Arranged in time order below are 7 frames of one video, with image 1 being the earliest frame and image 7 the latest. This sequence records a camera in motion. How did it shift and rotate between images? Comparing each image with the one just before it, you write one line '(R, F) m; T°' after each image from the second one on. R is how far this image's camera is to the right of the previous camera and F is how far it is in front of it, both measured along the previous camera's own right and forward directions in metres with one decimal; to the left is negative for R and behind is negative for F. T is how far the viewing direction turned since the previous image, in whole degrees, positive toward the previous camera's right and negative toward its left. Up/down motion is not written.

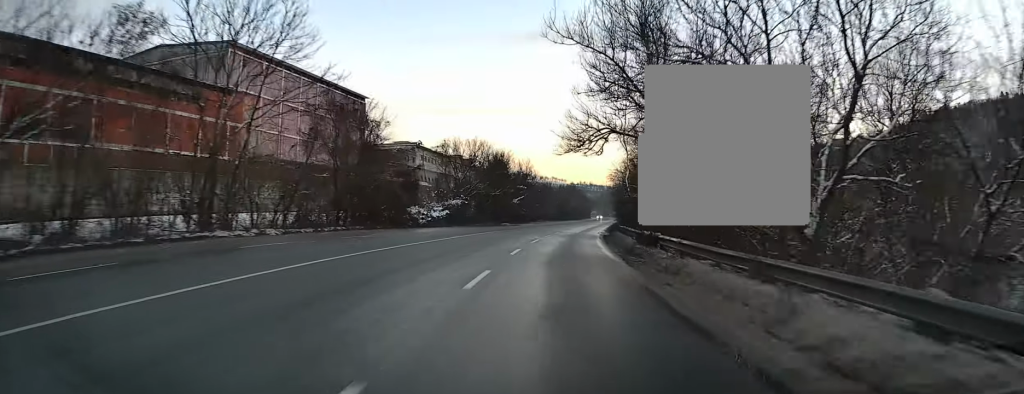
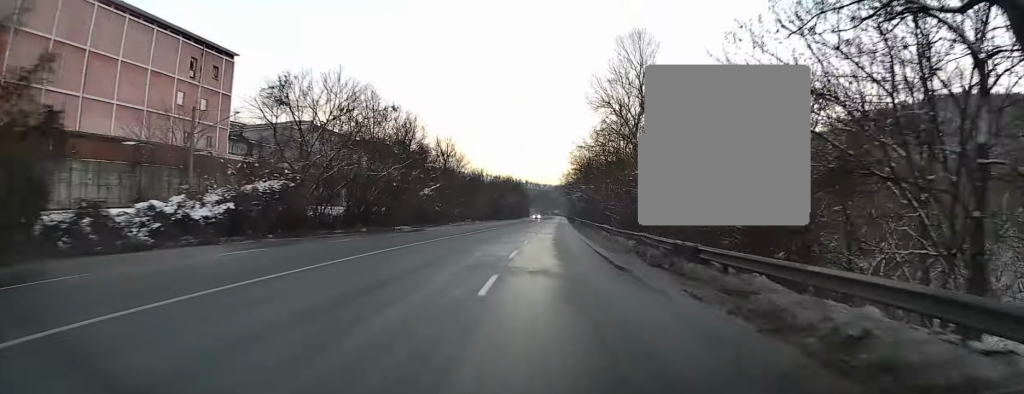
(+1.5, +36.0) m; +4°
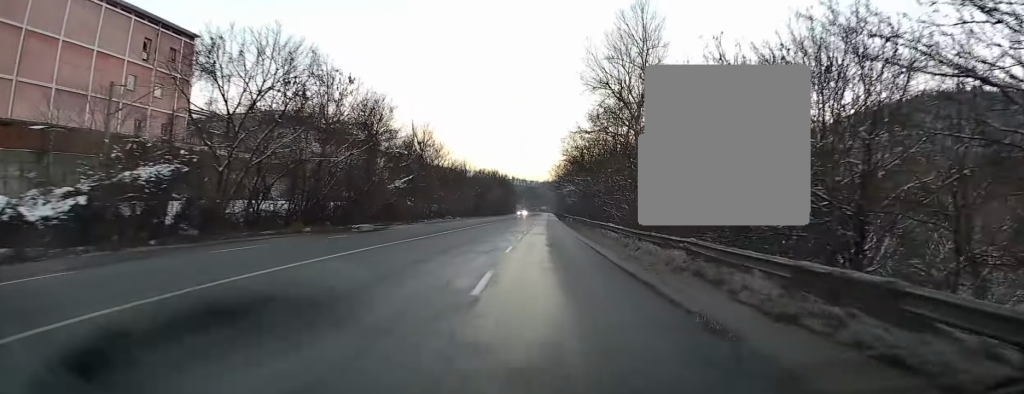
(0.0, +9.1) m; +1°
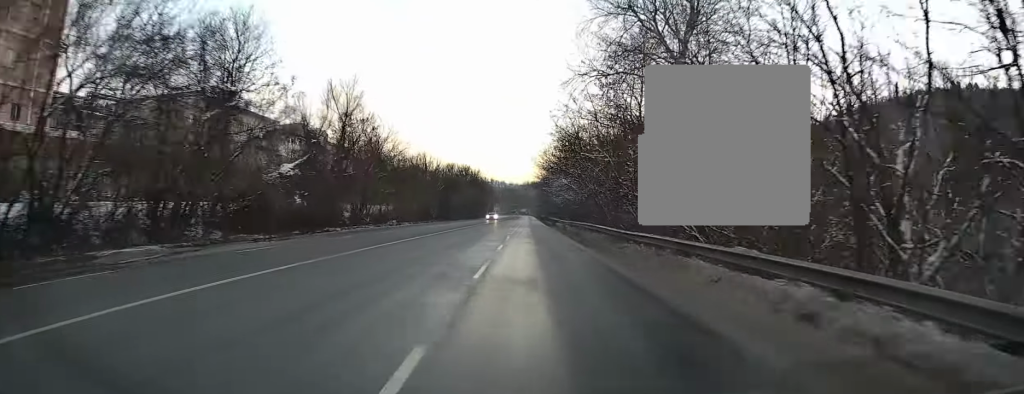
(+0.5, +24.8) m; +2°
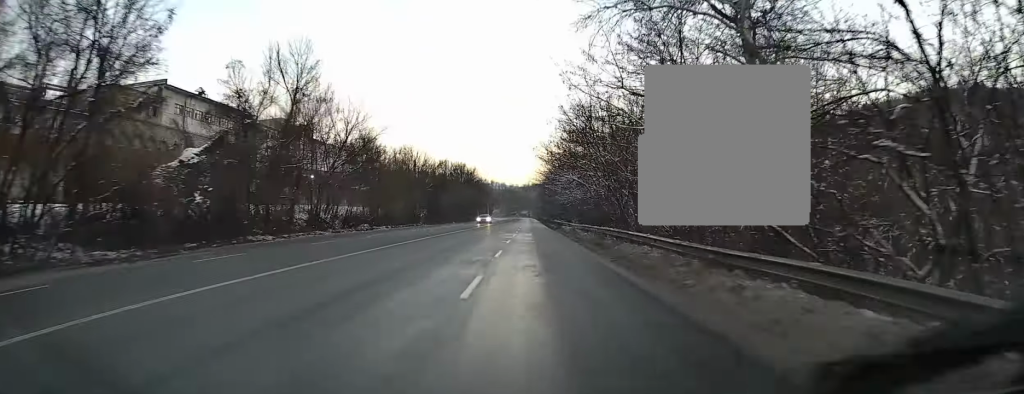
(+0.1, +11.3) m; 0°
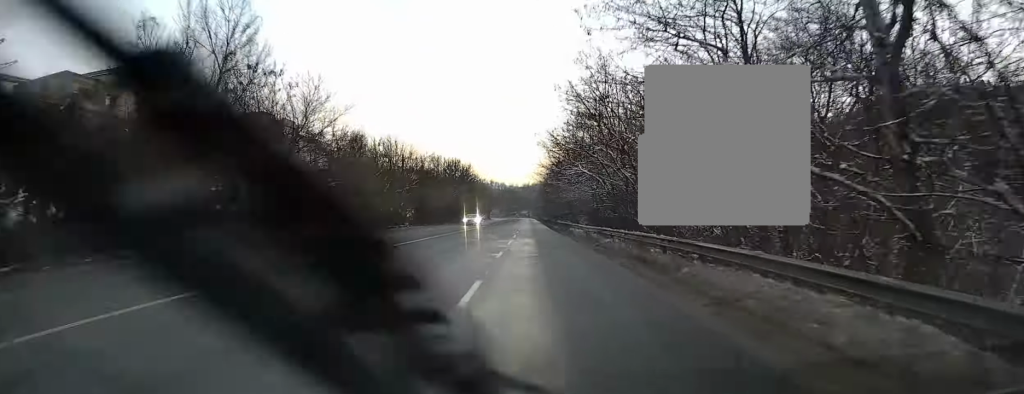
(+0.1, +9.8) m; 0°
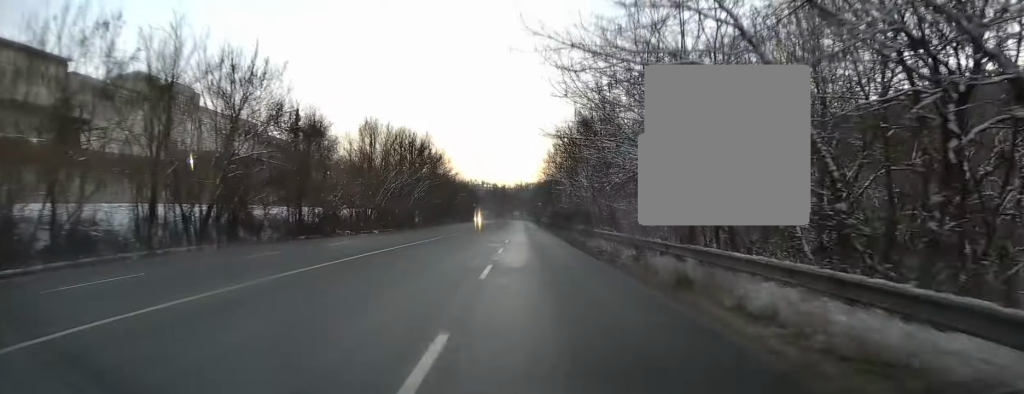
(+0.1, +40.5) m; +1°
